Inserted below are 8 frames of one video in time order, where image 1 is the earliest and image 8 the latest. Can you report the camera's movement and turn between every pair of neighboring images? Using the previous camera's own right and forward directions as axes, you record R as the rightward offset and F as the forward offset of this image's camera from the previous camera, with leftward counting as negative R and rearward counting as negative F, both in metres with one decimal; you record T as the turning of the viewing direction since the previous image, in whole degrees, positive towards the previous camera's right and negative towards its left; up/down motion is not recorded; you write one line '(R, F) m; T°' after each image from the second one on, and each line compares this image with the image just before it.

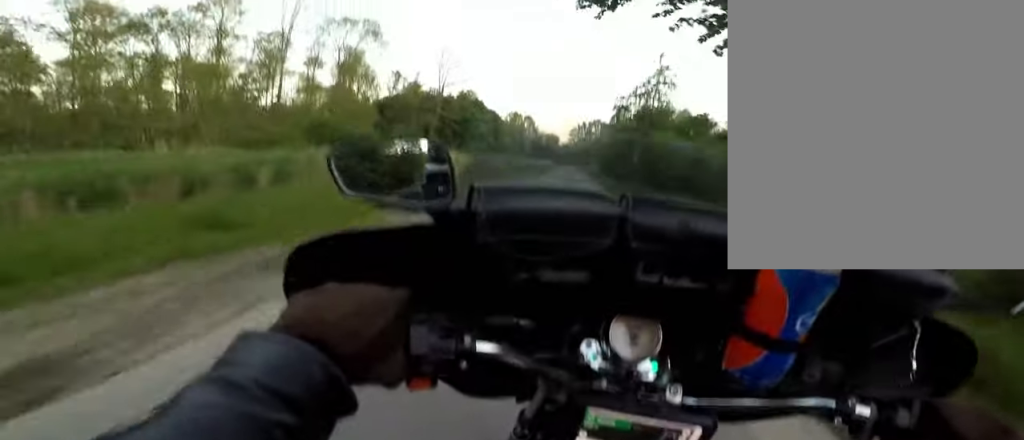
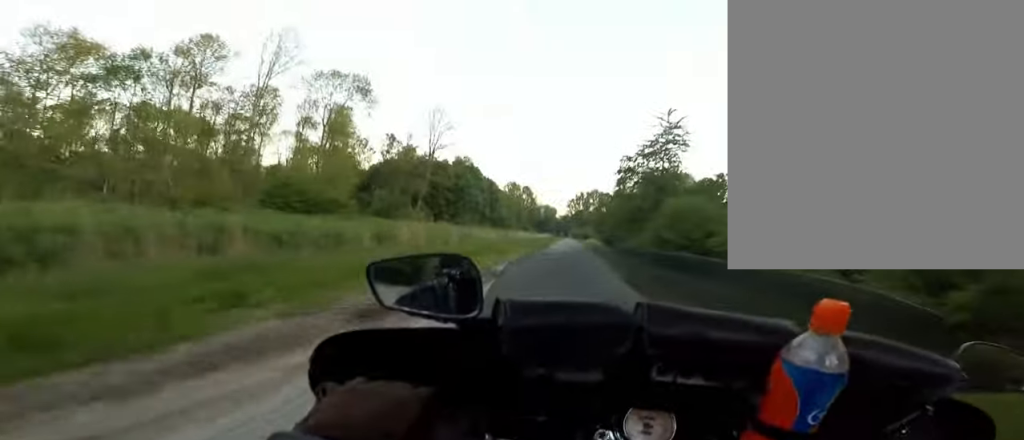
(-0.3, +7.0) m; -2°
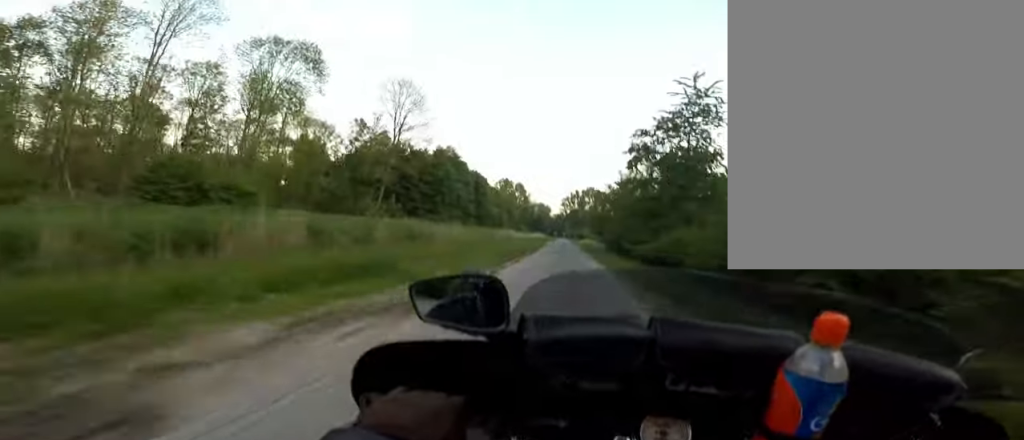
(+0.1, +10.1) m; +3°
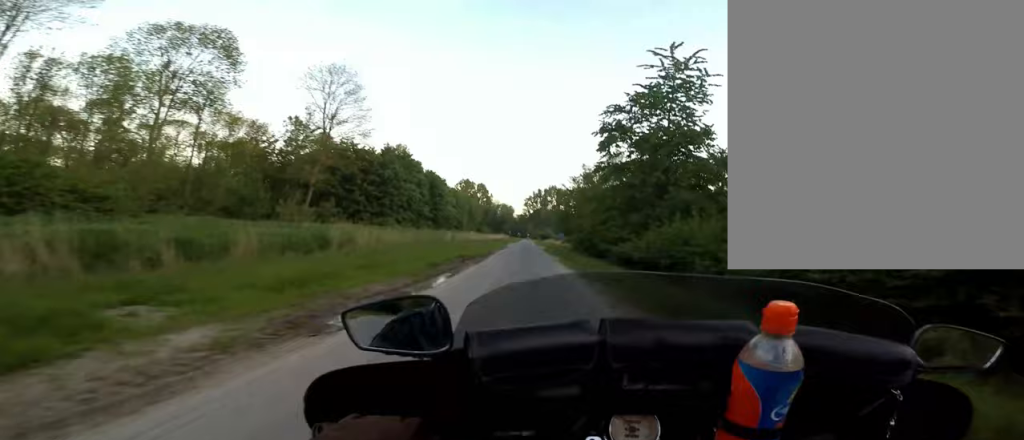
(+0.3, +5.6) m; +1°
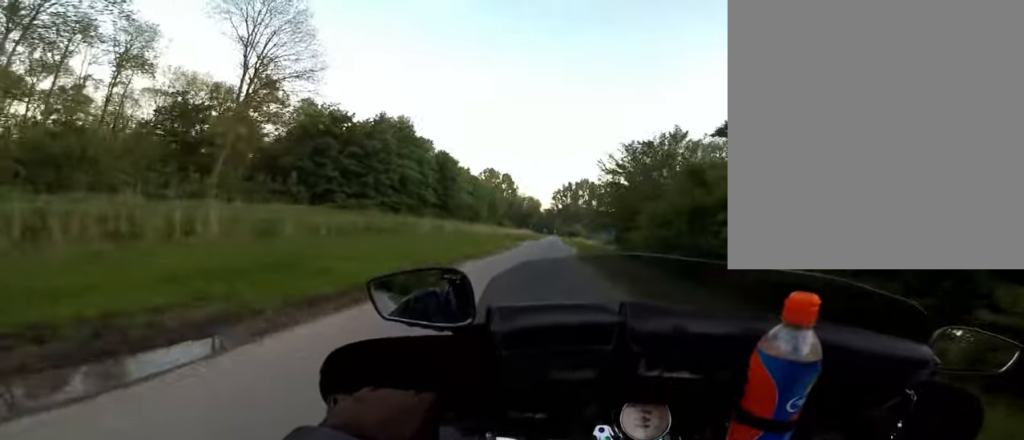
(-0.1, +15.7) m; 0°
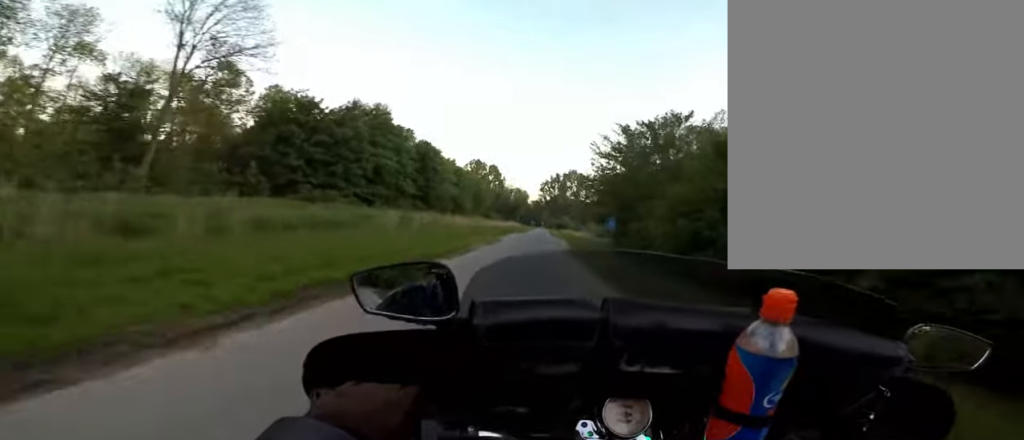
(+0.2, +3.7) m; 0°
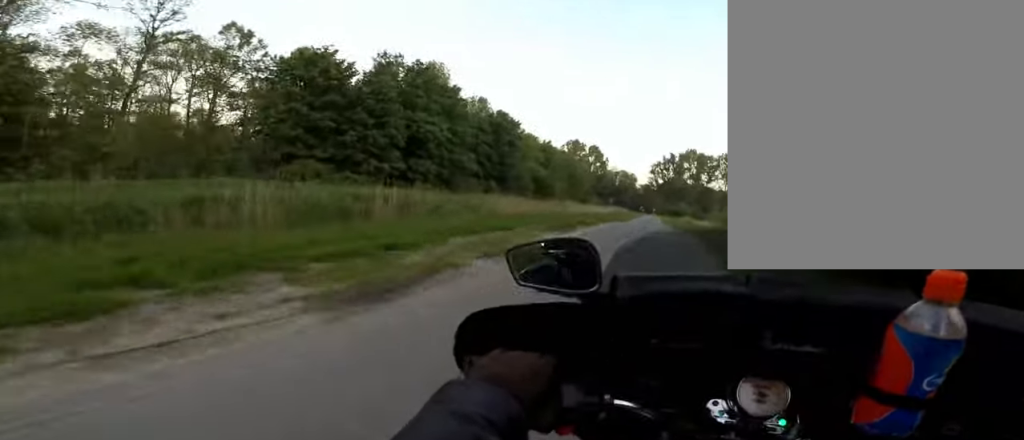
(-0.6, +17.2) m; -3°
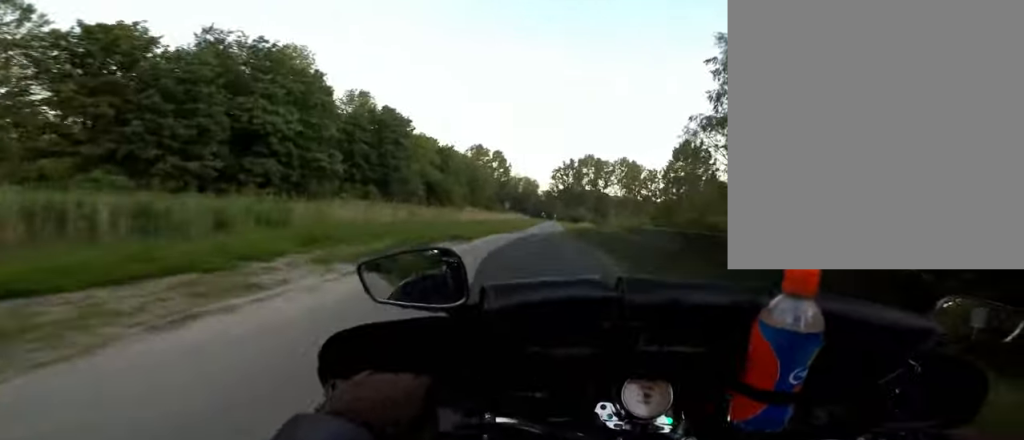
(+0.1, +8.5) m; 0°
